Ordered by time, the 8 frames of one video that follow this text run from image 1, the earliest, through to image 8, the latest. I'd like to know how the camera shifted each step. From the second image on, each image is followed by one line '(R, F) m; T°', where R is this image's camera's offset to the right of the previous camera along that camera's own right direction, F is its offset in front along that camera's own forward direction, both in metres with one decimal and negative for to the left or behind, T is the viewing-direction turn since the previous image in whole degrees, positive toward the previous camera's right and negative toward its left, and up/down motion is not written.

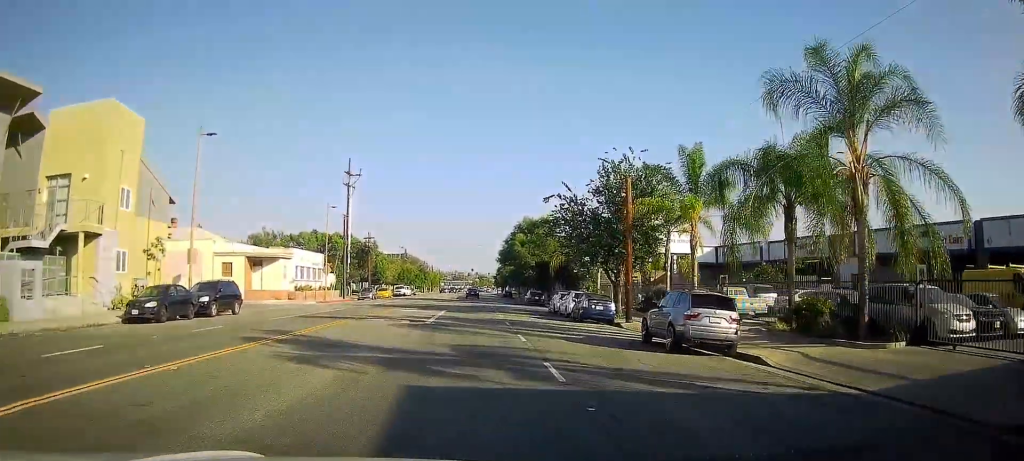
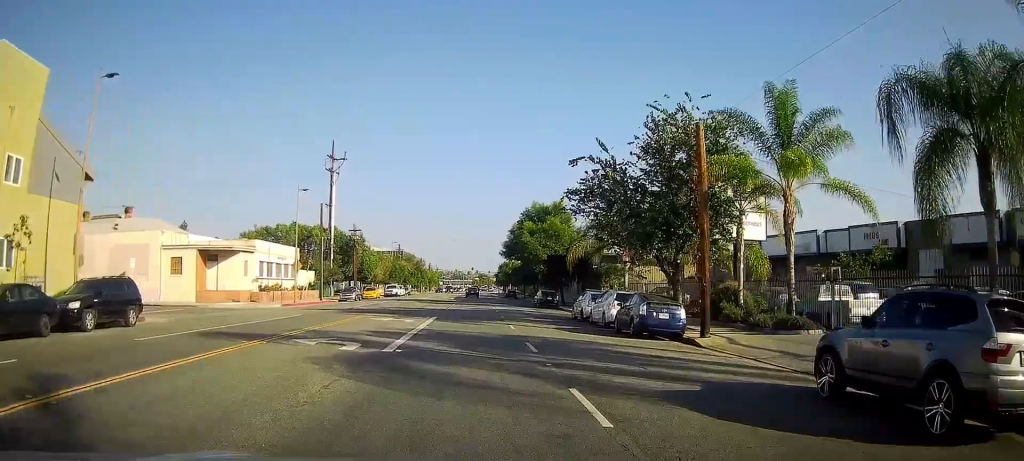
(+0.3, +10.8) m; 0°
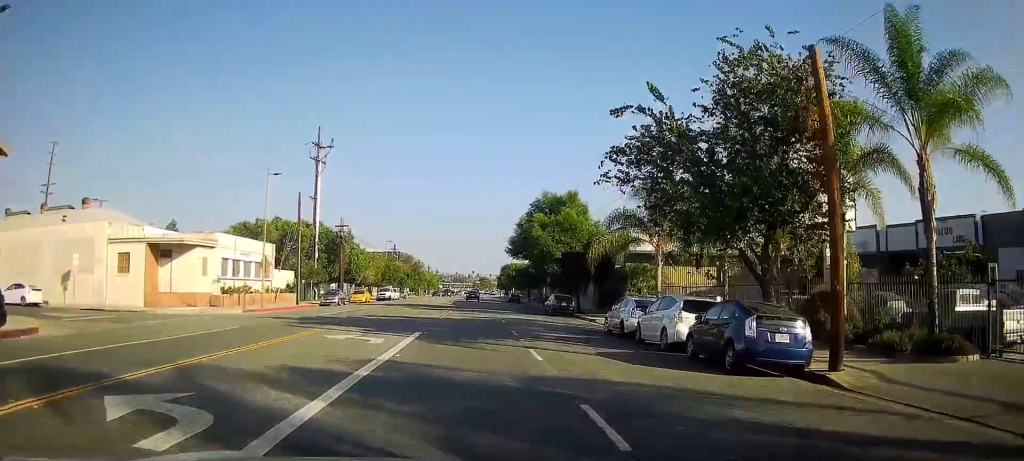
(-0.1, +7.9) m; 0°
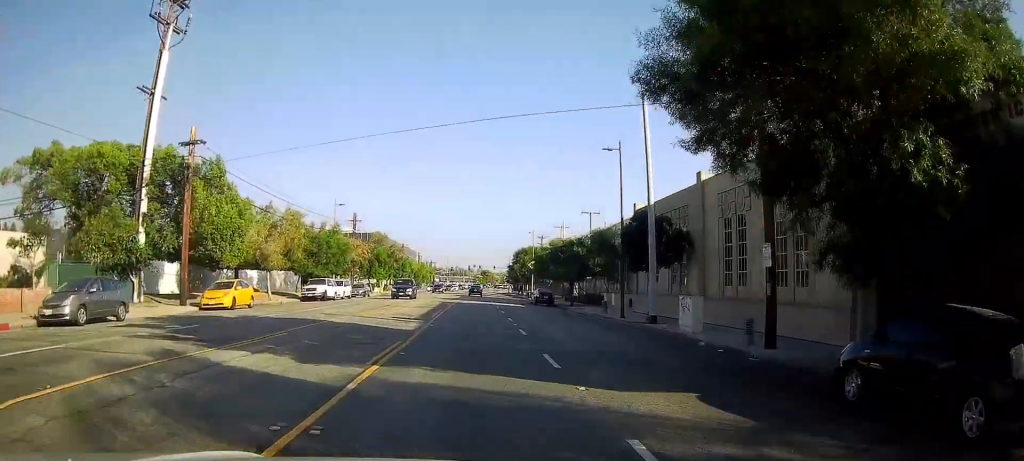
(-0.2, +38.7) m; -1°
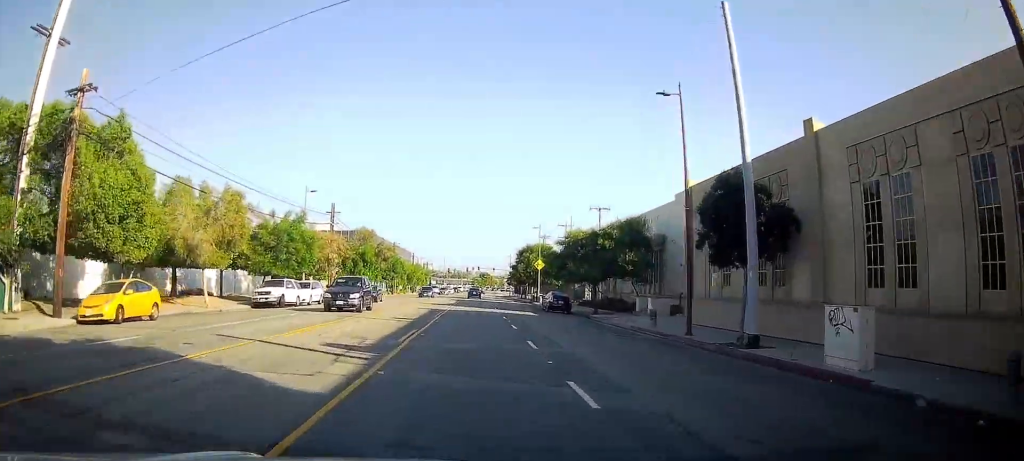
(-0.1, +11.1) m; 0°
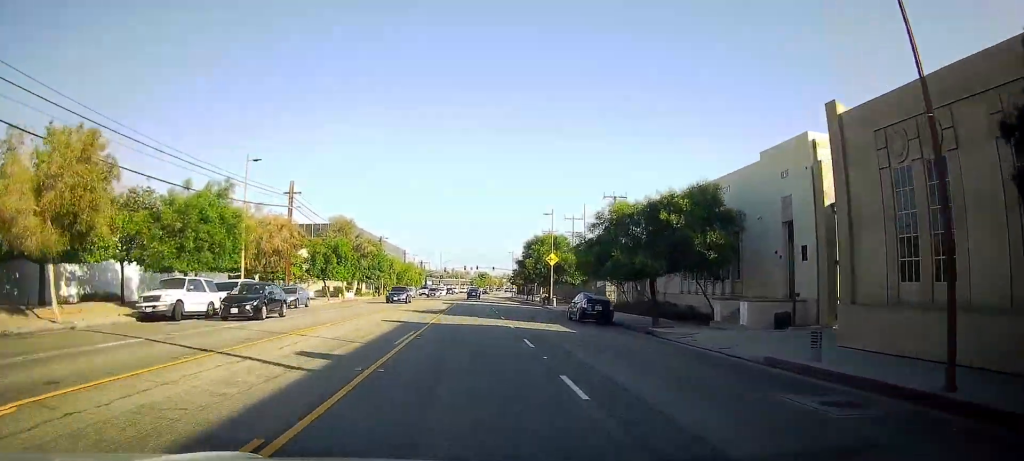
(+0.4, +14.3) m; +1°
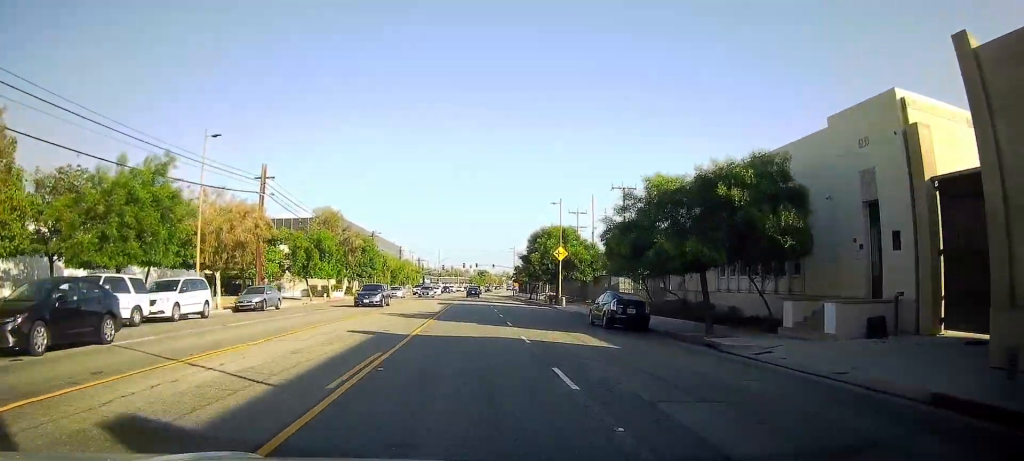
(0.0, +6.4) m; 0°
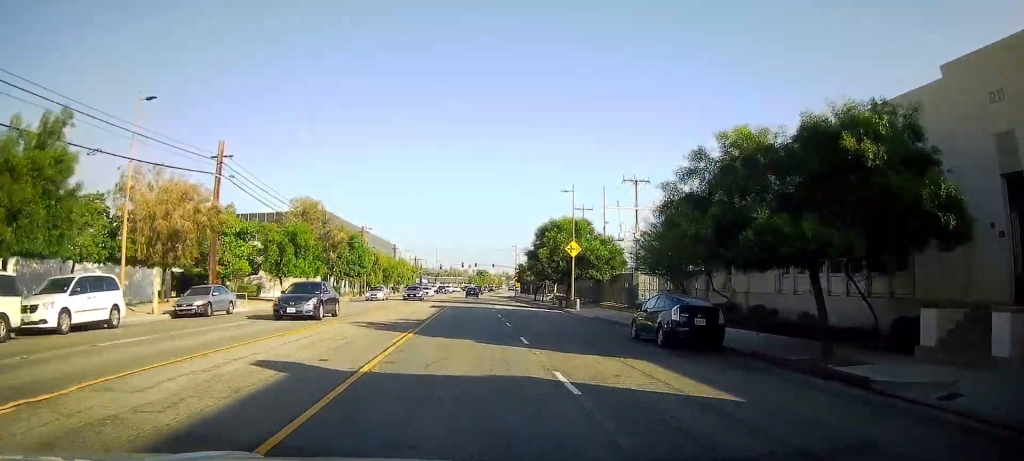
(0.0, +8.1) m; 0°
